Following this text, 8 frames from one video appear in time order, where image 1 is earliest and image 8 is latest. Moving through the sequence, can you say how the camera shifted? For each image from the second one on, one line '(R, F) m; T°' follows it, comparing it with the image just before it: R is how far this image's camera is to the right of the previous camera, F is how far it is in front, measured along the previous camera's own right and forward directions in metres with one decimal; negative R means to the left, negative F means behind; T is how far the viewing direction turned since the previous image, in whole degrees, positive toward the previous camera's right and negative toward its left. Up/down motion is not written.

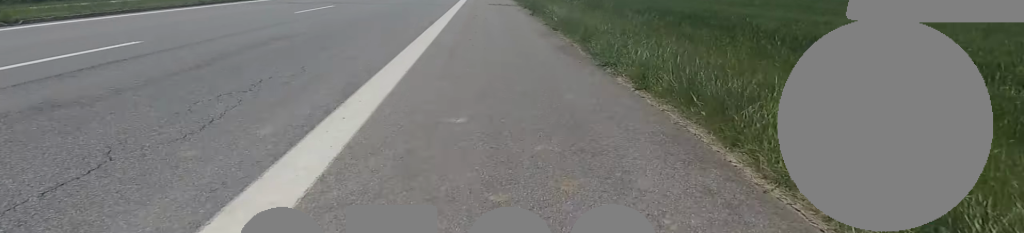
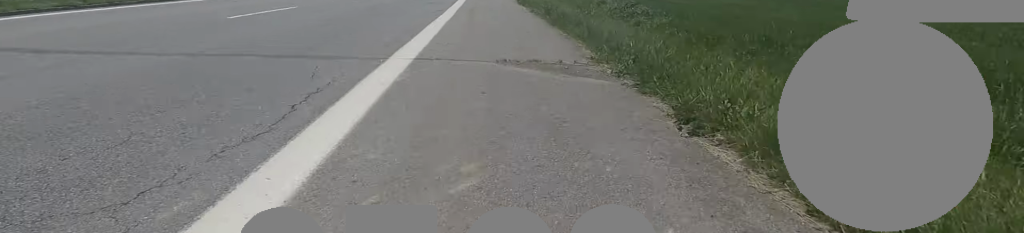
(-0.4, +12.0) m; 0°
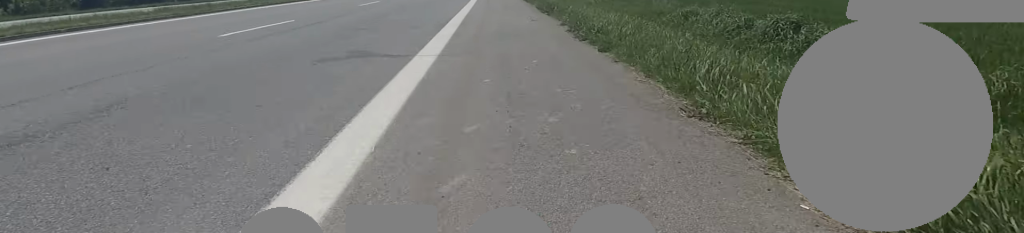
(+0.5, +9.3) m; 0°
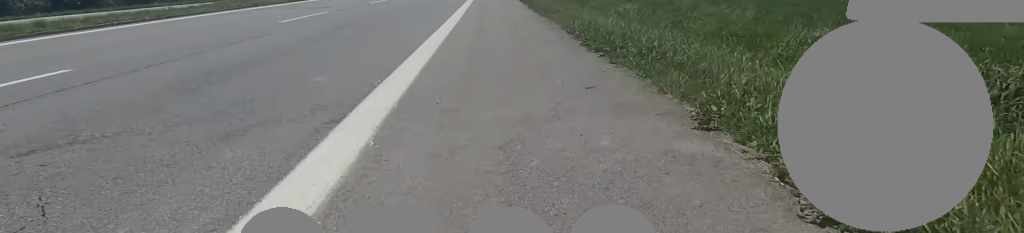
(-0.5, +6.1) m; 0°
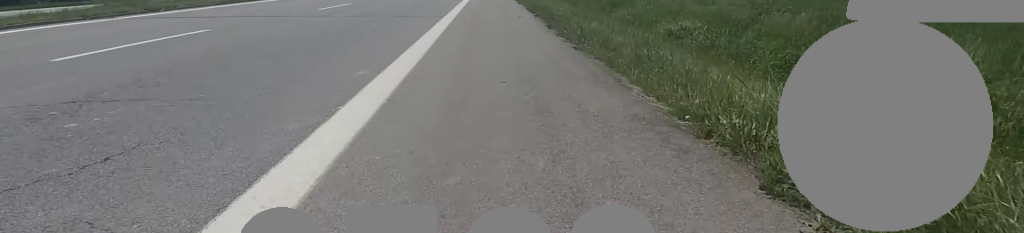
(0.0, +5.8) m; 0°
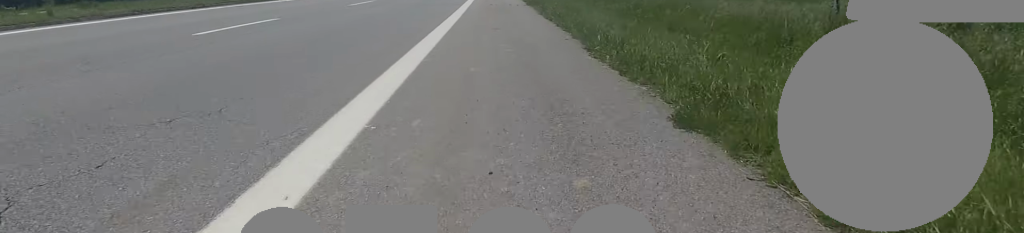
(+0.1, +15.5) m; 0°
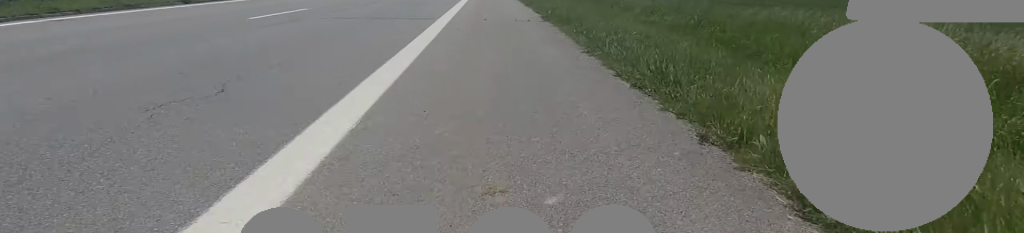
(-0.2, +7.0) m; 0°
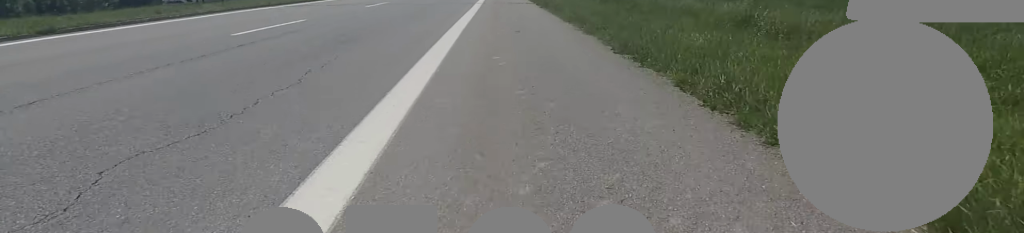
(+0.5, +10.8) m; 0°
